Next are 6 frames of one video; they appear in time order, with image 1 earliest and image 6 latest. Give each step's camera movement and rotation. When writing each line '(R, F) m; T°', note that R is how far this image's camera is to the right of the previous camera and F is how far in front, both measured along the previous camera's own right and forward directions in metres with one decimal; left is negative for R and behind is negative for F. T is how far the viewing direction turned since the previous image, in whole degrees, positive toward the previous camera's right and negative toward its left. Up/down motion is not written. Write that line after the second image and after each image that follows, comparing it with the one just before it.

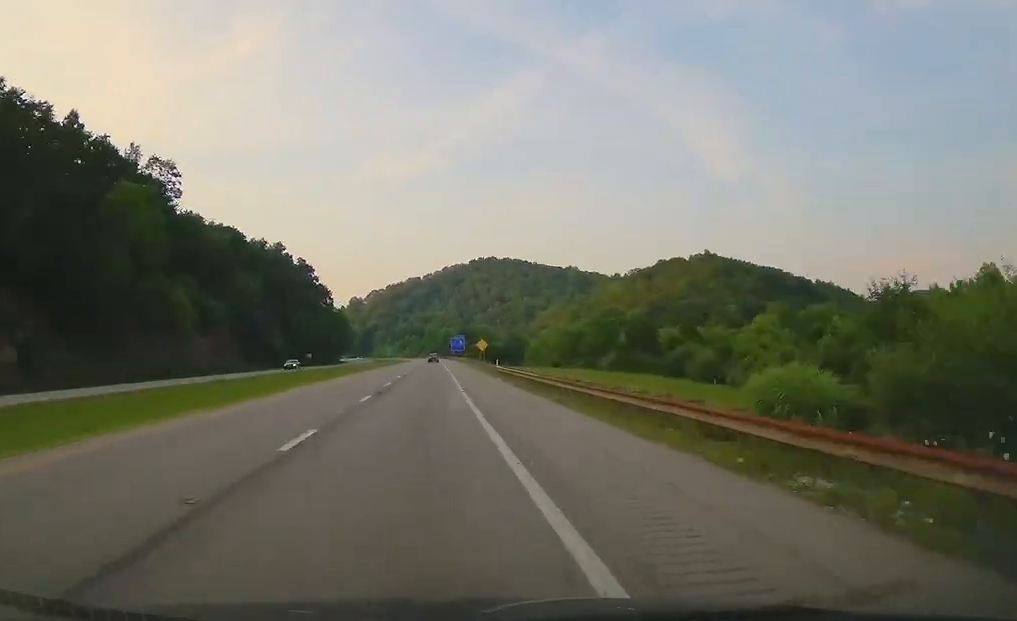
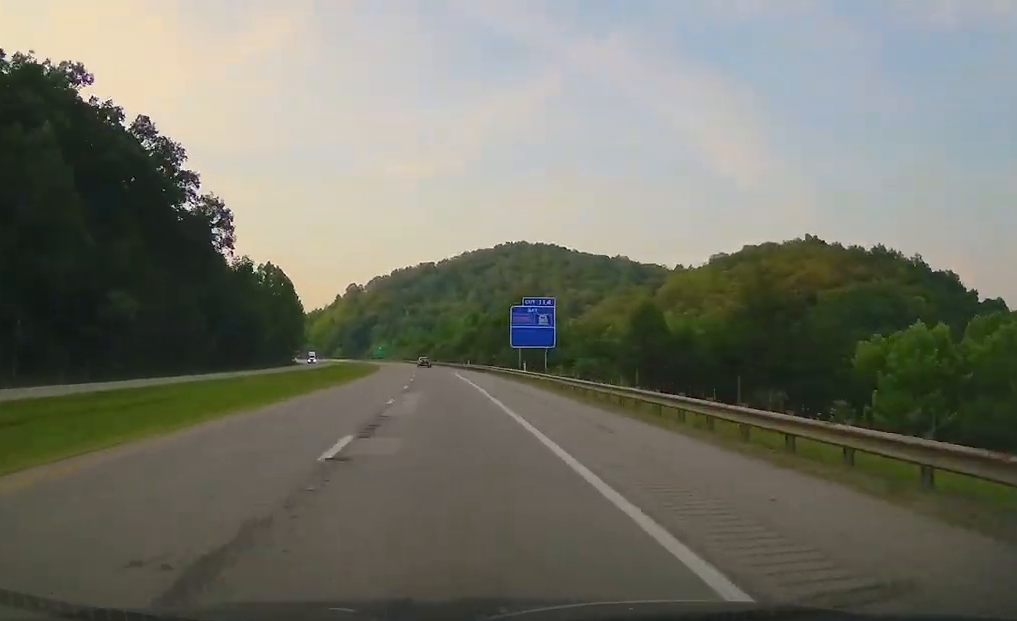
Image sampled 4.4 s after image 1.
(-2.8, +136.6) m; -3°
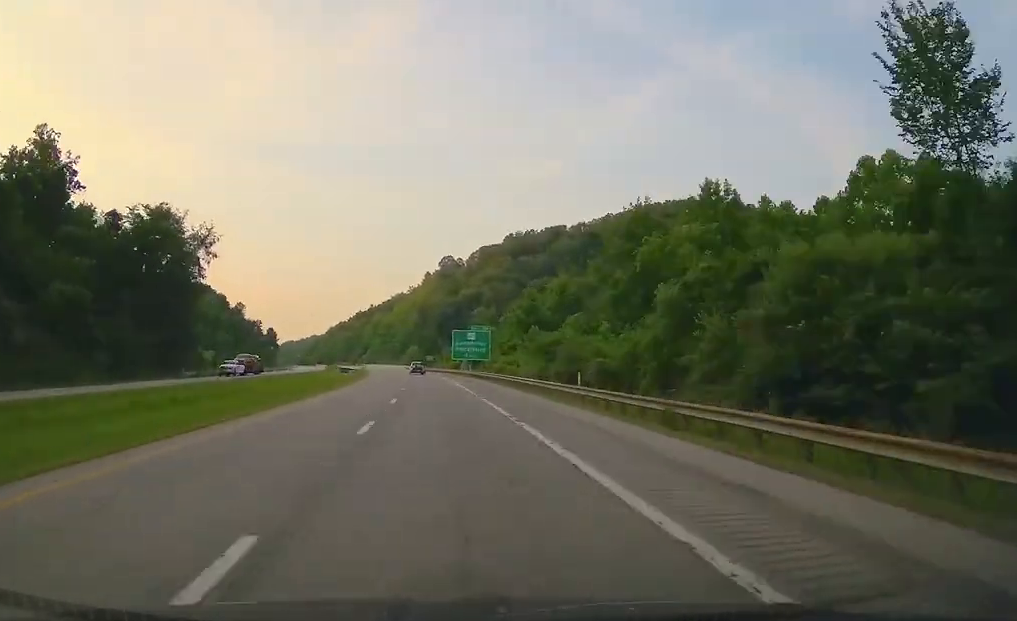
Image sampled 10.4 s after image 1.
(-13.5, +194.7) m; -9°
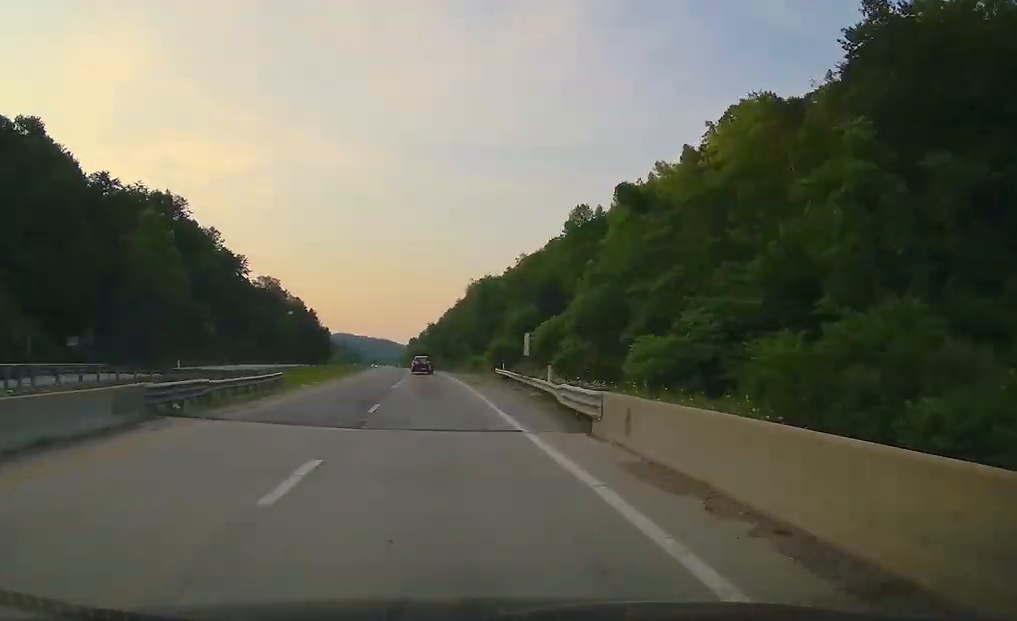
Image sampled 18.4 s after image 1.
(-33.2, +265.4) m; -12°
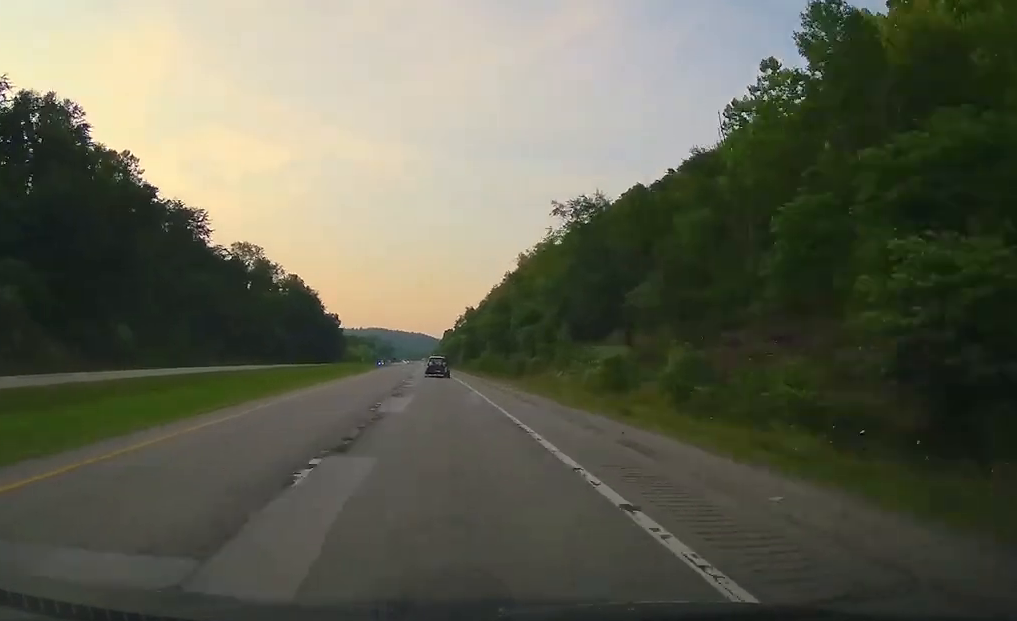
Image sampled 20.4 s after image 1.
(-1.3, +67.2) m; -1°
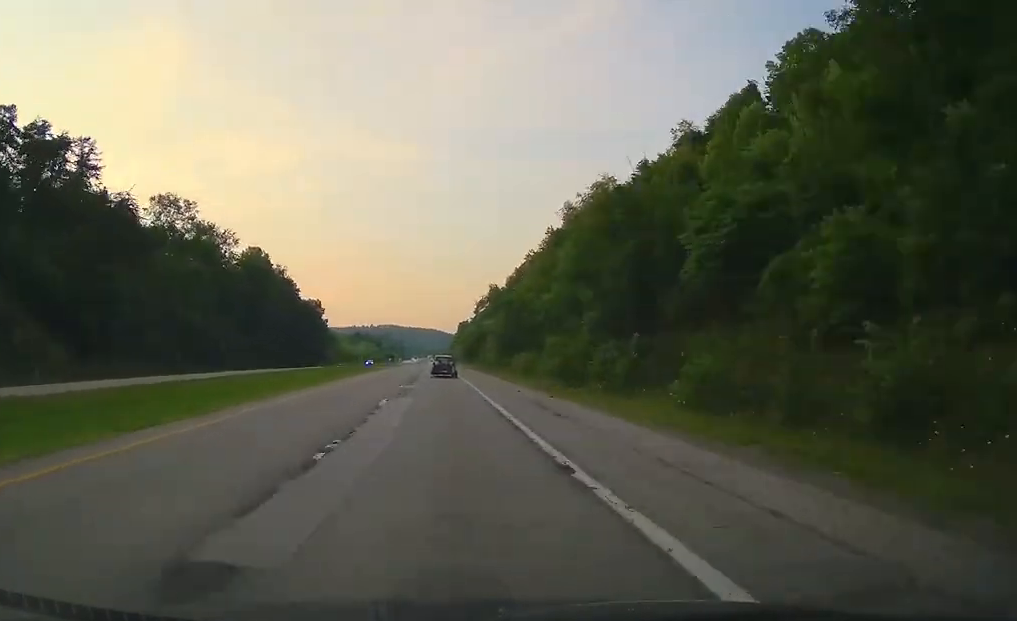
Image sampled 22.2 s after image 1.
(-1.0, +57.9) m; 0°
